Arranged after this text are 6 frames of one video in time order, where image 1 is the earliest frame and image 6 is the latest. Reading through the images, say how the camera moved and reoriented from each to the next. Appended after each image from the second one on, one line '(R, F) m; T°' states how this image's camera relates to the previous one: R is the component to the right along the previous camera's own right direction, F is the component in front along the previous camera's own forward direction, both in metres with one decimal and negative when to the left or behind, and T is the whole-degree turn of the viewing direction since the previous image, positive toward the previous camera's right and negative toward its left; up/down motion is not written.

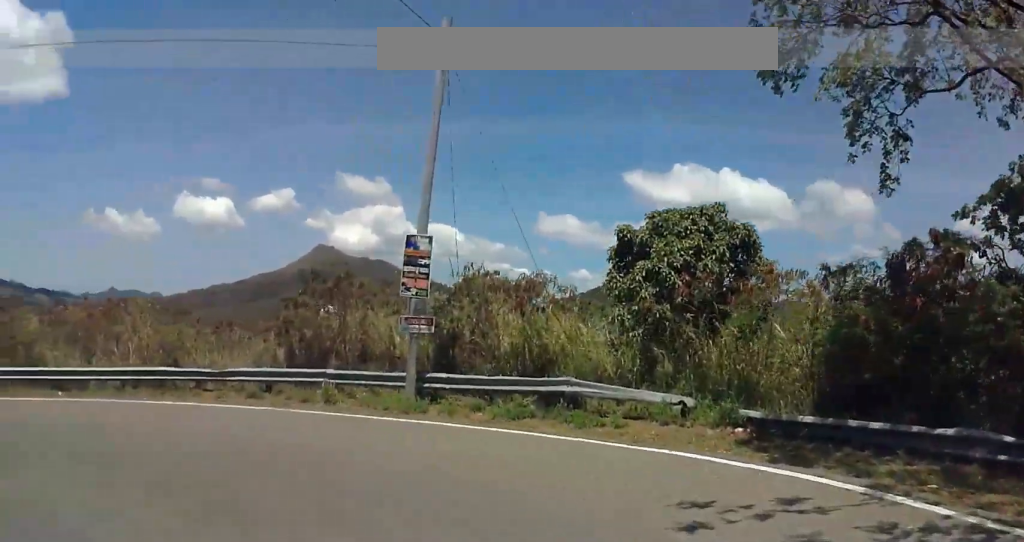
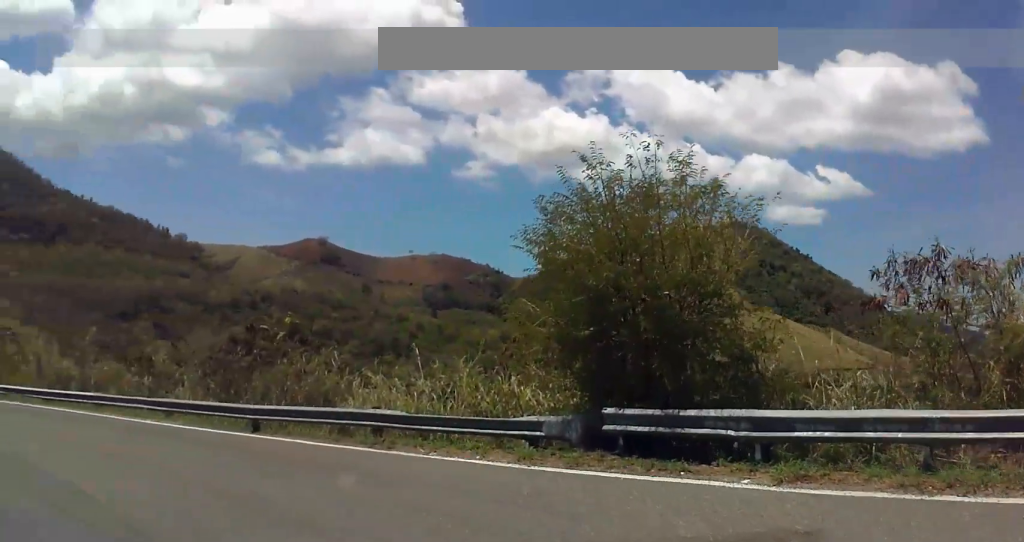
(-3.9, +12.8) m; -57°
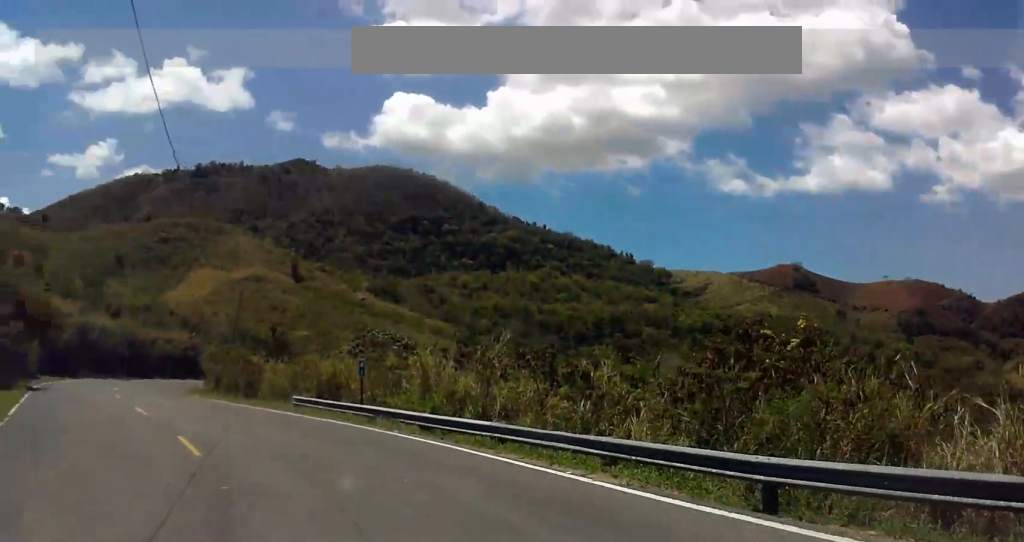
(-3.2, +5.4) m; -59°
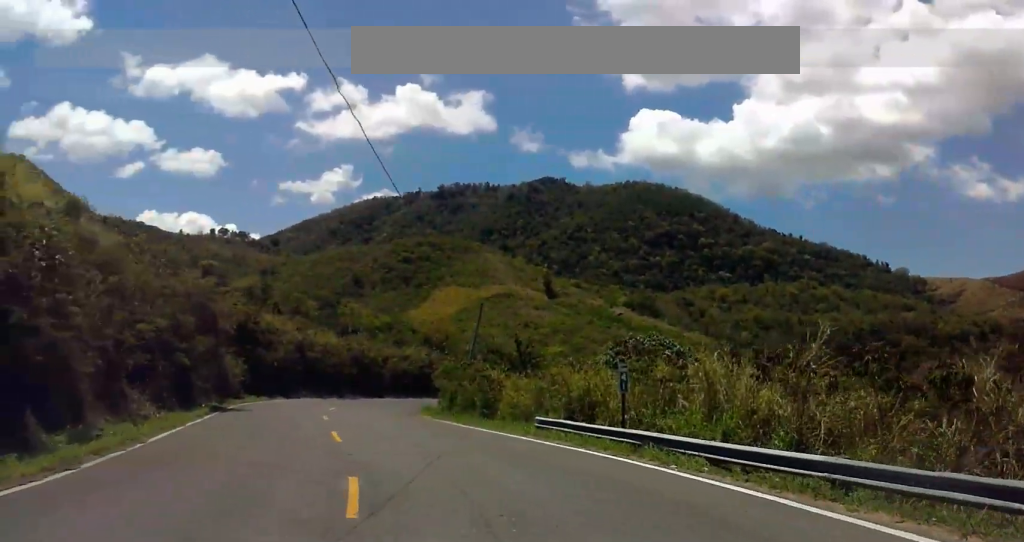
(-1.9, +4.9) m; -24°
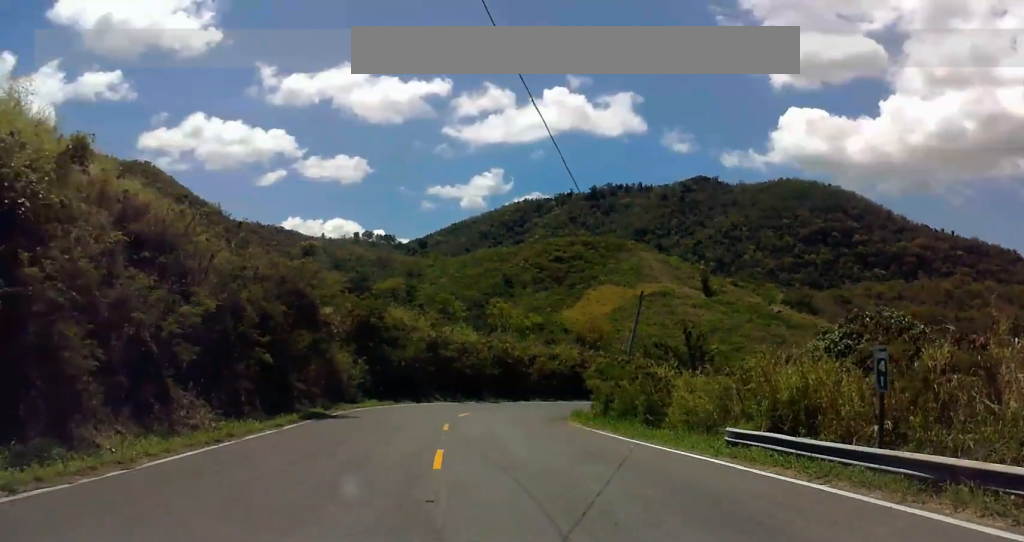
(-0.3, +7.1) m; -2°
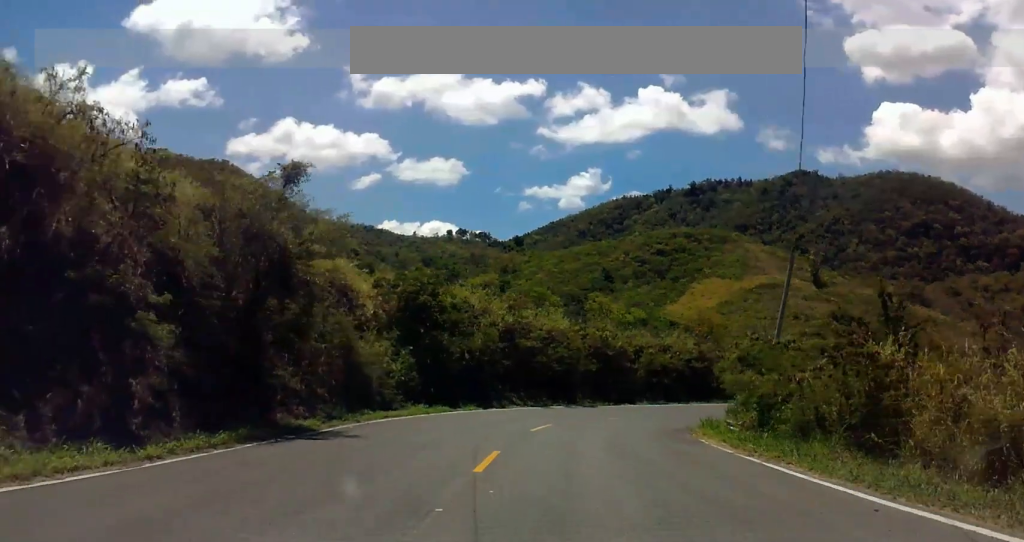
(0.0, +11.3) m; 0°
